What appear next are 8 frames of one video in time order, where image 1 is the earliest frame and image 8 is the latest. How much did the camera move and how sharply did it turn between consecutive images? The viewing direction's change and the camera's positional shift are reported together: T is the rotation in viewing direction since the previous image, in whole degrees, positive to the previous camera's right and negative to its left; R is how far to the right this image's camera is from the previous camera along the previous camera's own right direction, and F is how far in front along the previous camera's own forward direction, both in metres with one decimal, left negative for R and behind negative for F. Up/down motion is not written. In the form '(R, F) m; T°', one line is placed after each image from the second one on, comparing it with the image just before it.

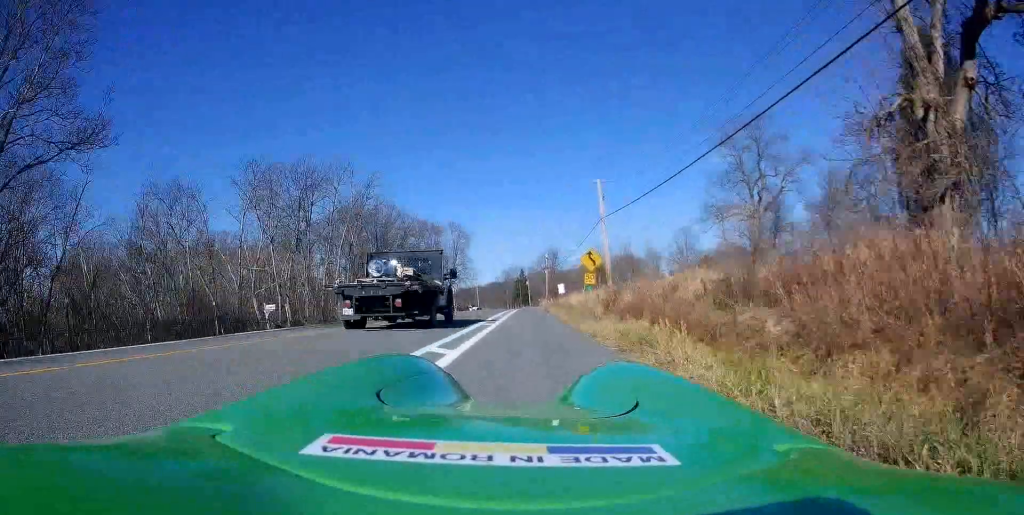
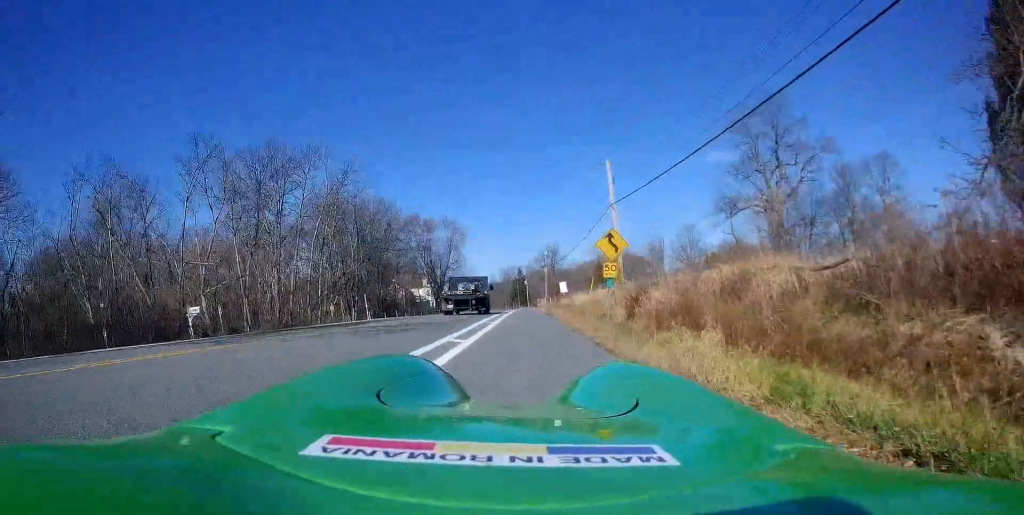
(+0.4, +6.6) m; 0°
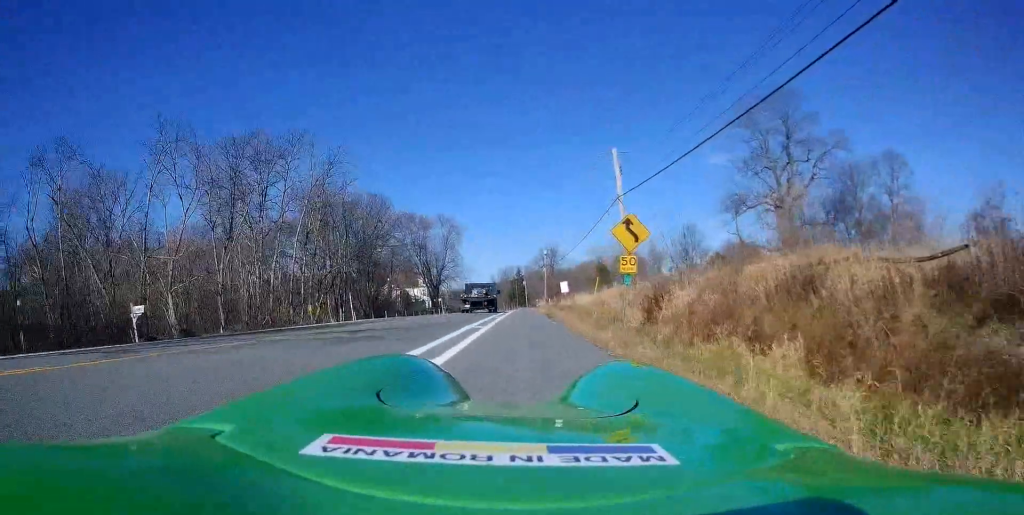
(-0.3, +3.4) m; -3°
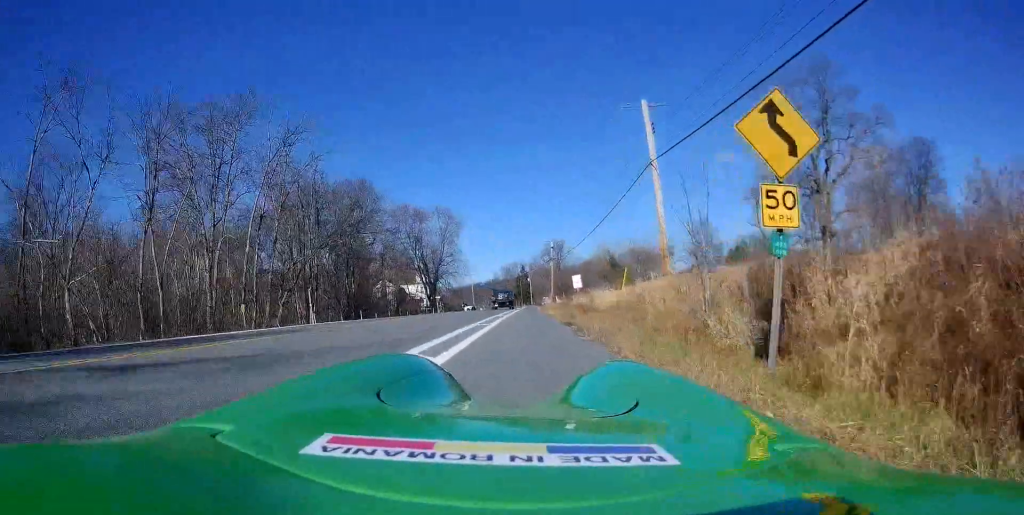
(+0.1, +8.6) m; +1°
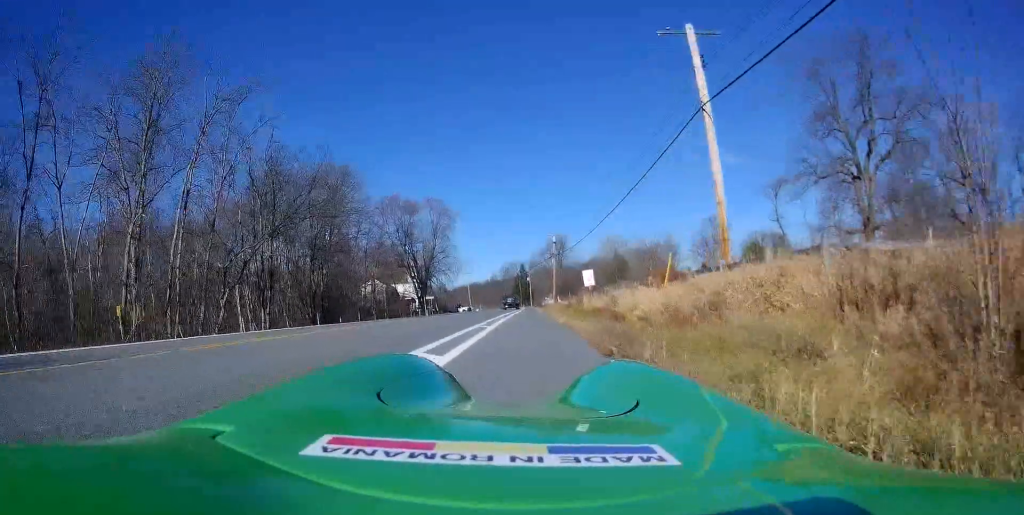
(0.0, +8.7) m; -1°
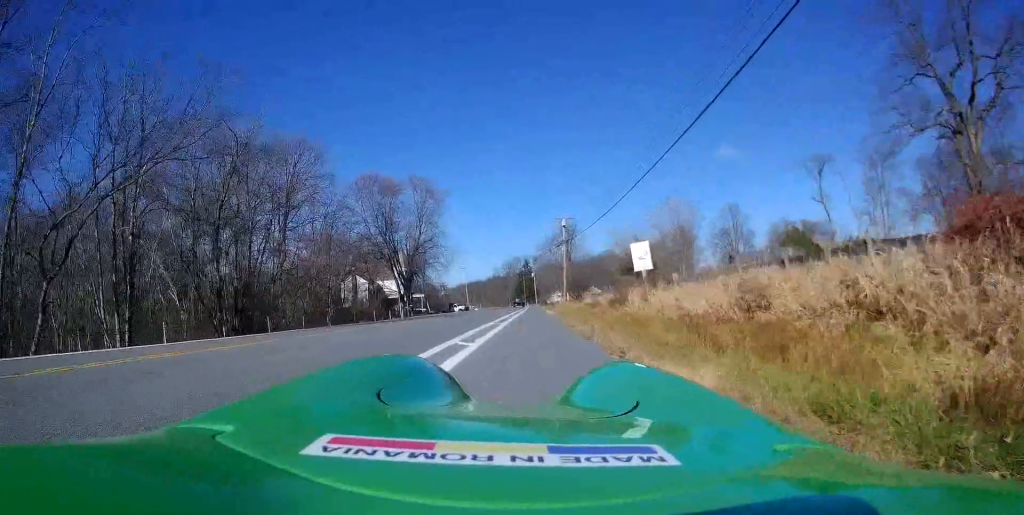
(+0.1, +15.1) m; +1°
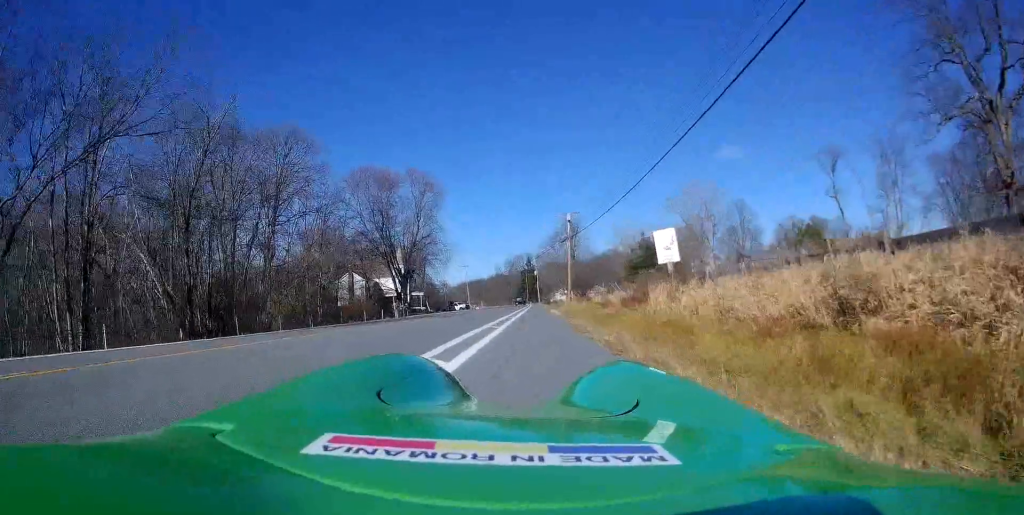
(+0.1, +3.2) m; 0°
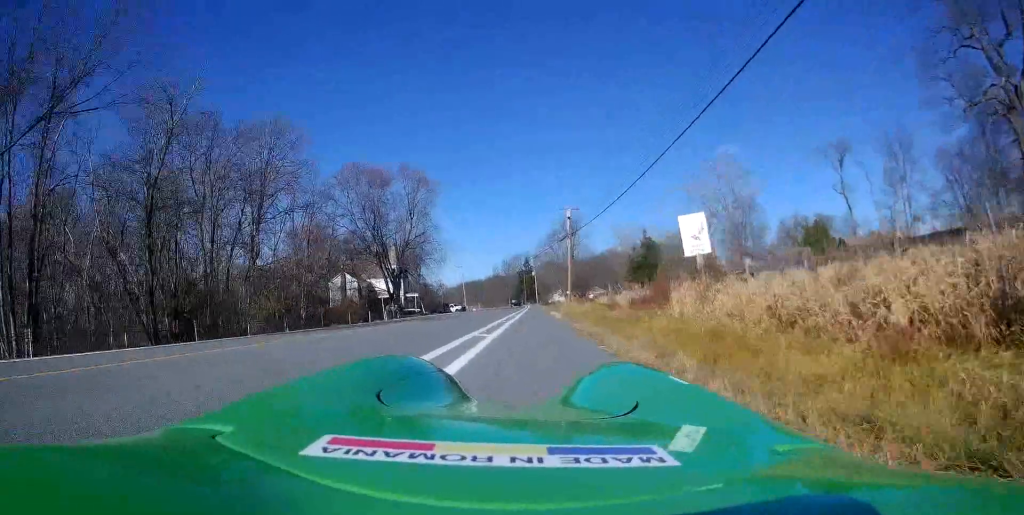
(-0.1, +2.9) m; -1°
